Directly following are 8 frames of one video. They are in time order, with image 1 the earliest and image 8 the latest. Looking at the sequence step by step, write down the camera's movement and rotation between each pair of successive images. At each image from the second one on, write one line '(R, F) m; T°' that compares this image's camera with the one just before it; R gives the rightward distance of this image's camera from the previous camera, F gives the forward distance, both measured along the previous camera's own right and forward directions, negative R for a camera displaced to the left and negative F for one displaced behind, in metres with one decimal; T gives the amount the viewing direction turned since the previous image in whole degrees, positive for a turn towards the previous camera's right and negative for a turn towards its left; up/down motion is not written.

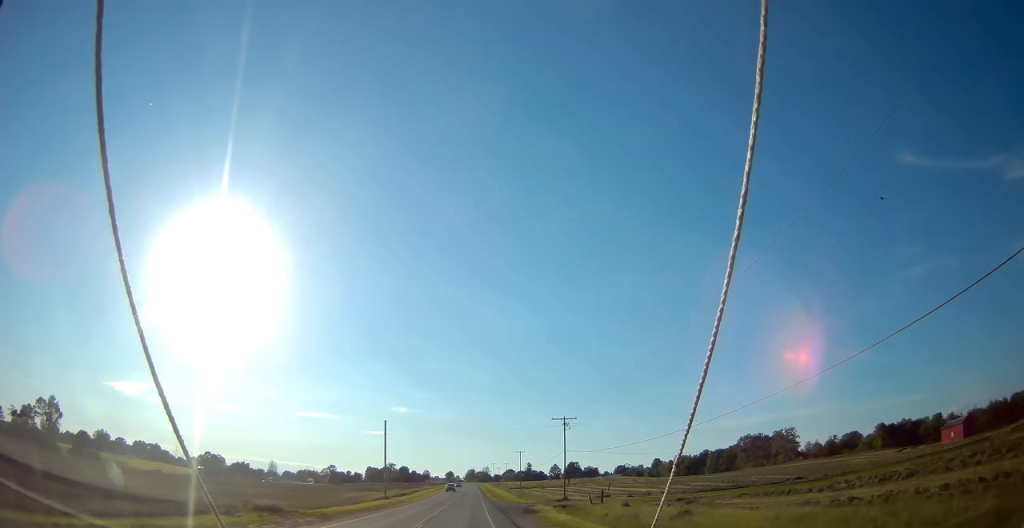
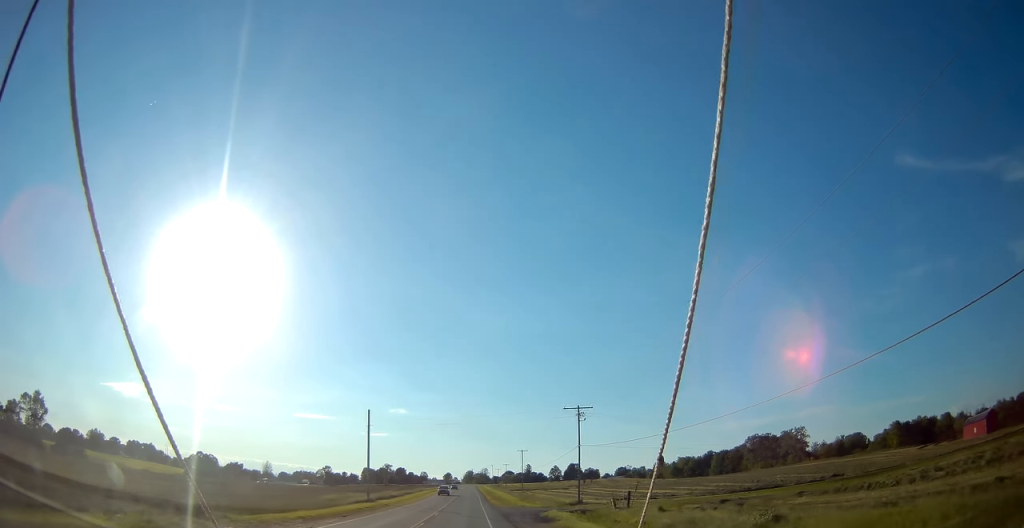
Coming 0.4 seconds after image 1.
(0.0, +10.6) m; 0°
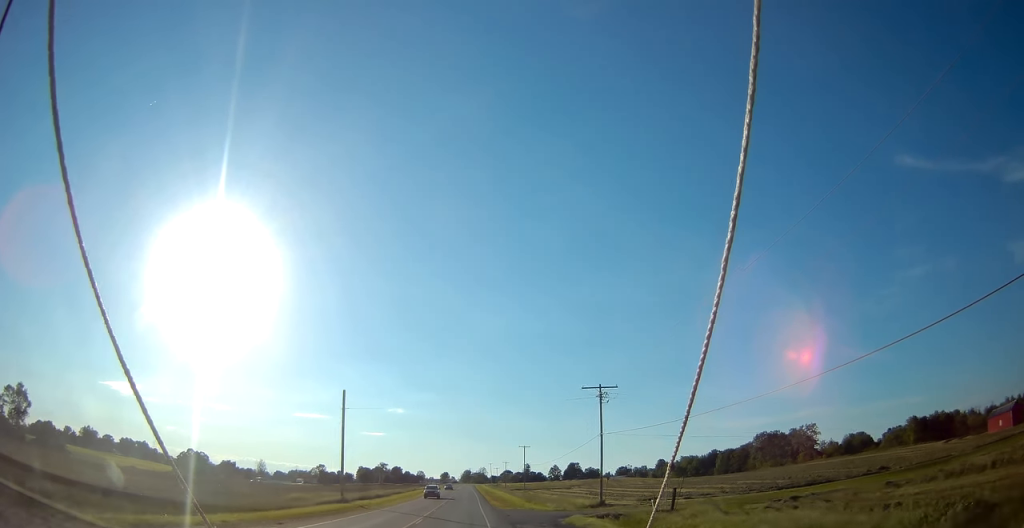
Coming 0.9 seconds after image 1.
(+0.1, +11.4) m; 0°
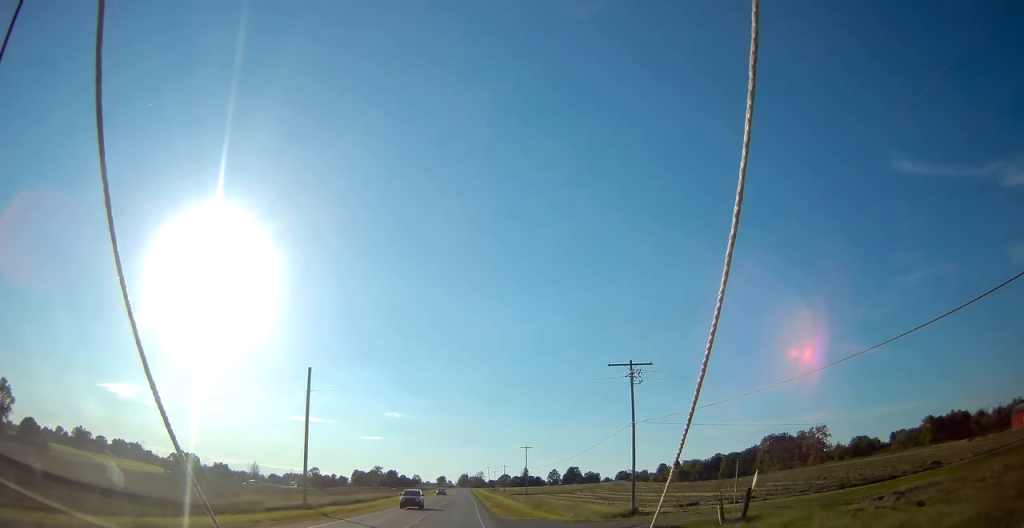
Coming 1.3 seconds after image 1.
(+0.1, +10.6) m; 0°
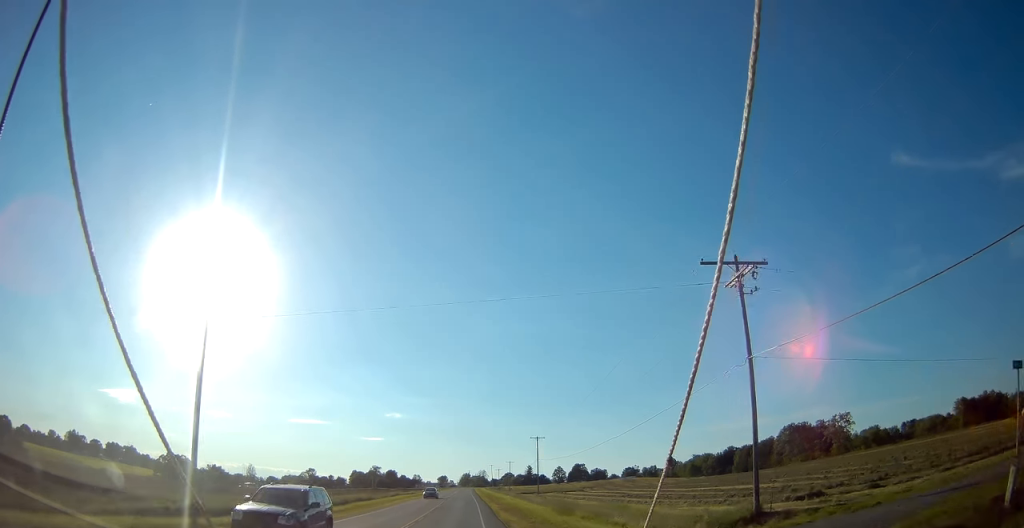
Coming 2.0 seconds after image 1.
(-0.1, +17.0) m; 0°
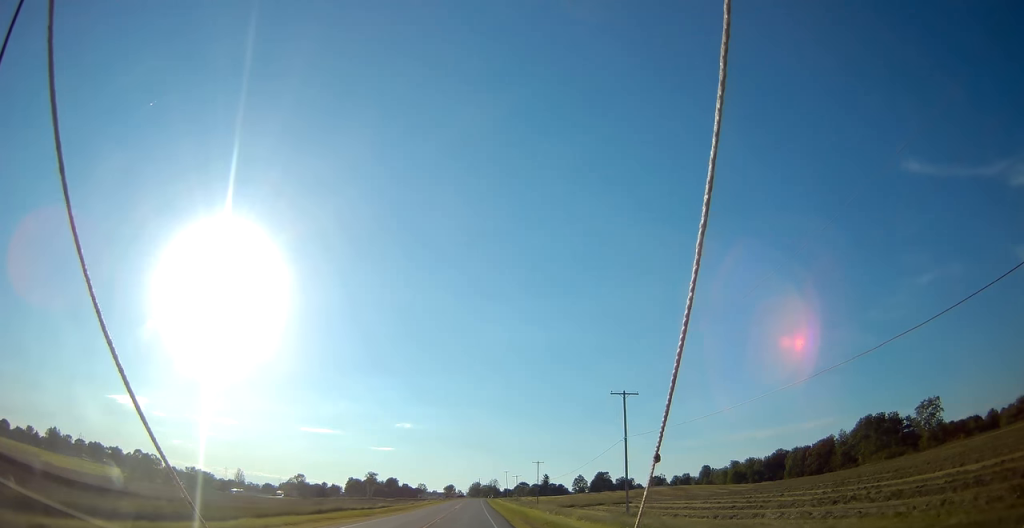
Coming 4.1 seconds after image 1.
(-0.4, +50.5) m; -1°
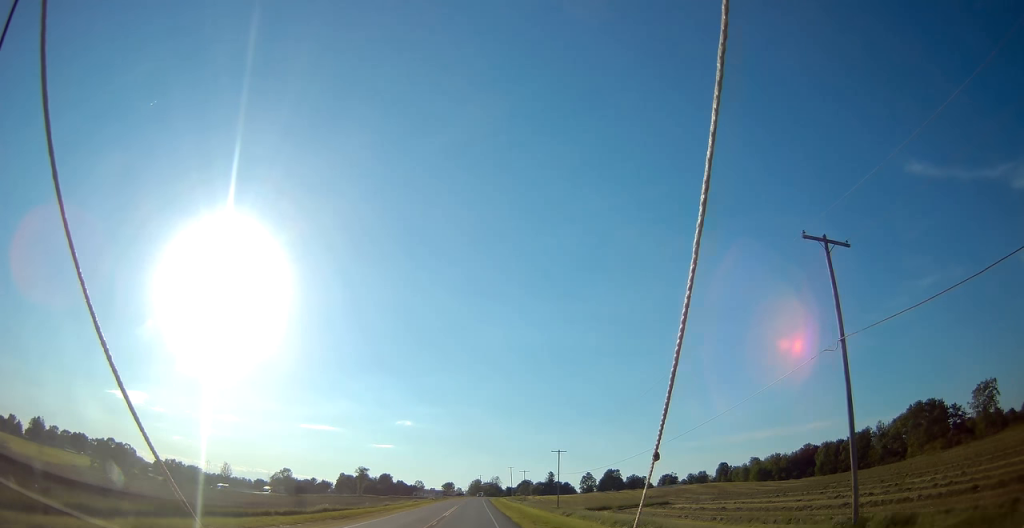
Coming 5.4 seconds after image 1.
(0.0, +29.1) m; 0°
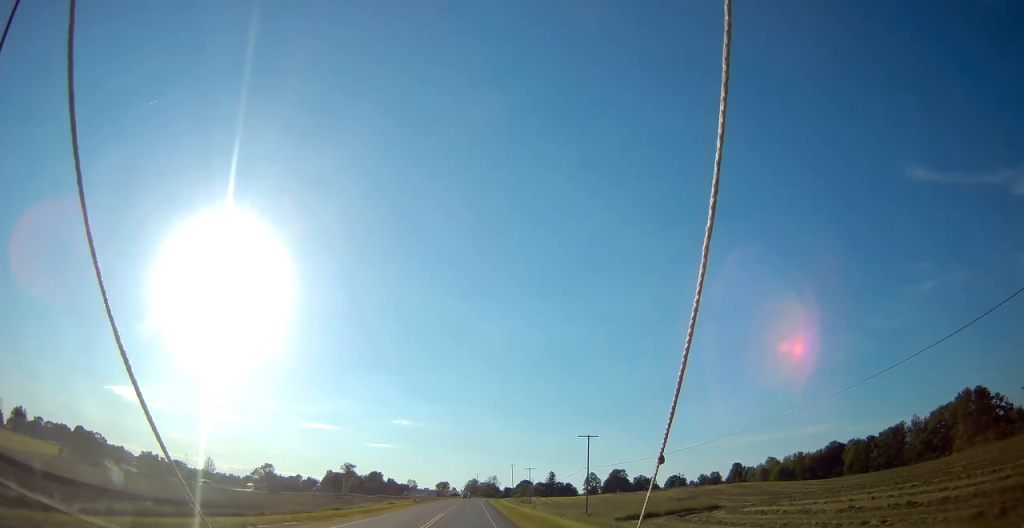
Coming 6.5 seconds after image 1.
(0.0, +25.8) m; -1°
